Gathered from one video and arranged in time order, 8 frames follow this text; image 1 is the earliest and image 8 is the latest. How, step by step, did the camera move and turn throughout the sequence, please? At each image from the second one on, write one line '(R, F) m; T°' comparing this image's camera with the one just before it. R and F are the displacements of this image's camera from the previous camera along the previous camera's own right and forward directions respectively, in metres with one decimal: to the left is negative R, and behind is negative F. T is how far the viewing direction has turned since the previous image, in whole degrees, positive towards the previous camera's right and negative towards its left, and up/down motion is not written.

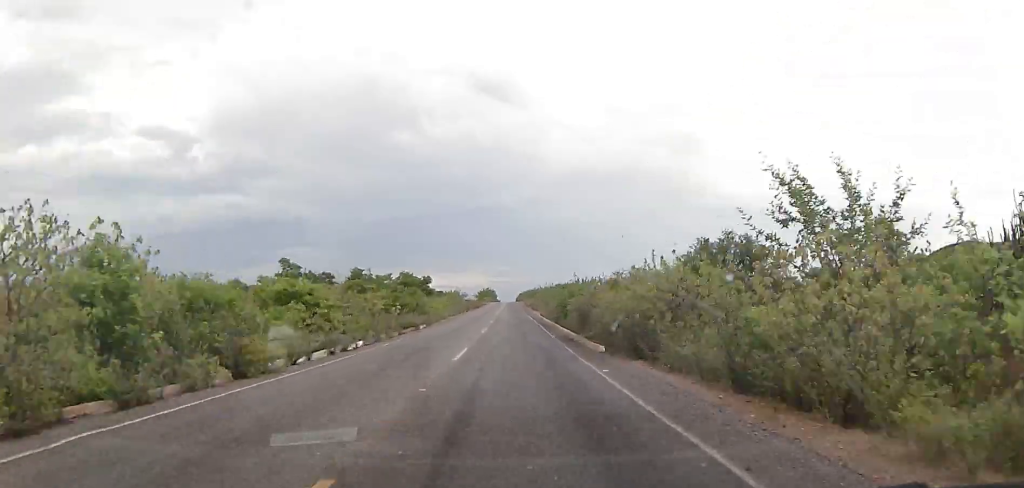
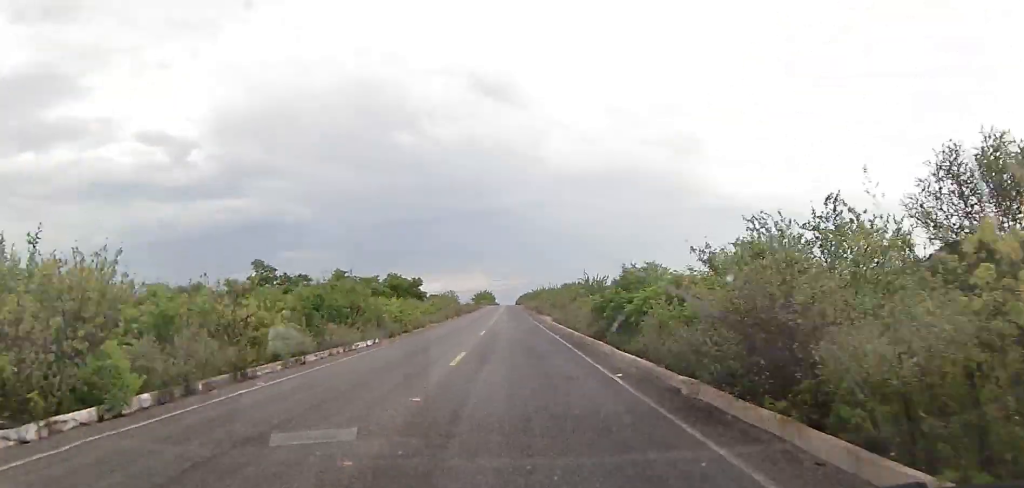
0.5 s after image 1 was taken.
(-0.4, +16.7) m; 0°
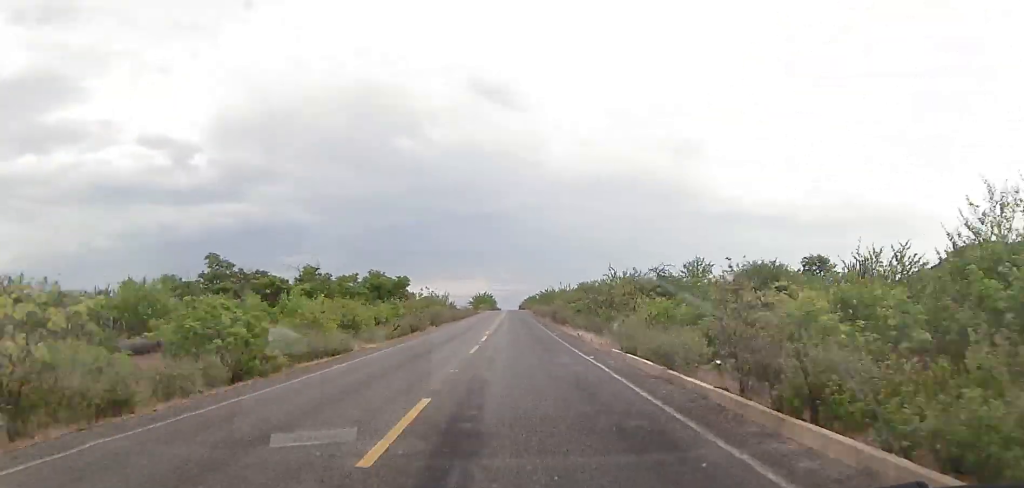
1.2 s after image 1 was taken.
(+0.9, +24.5) m; +1°
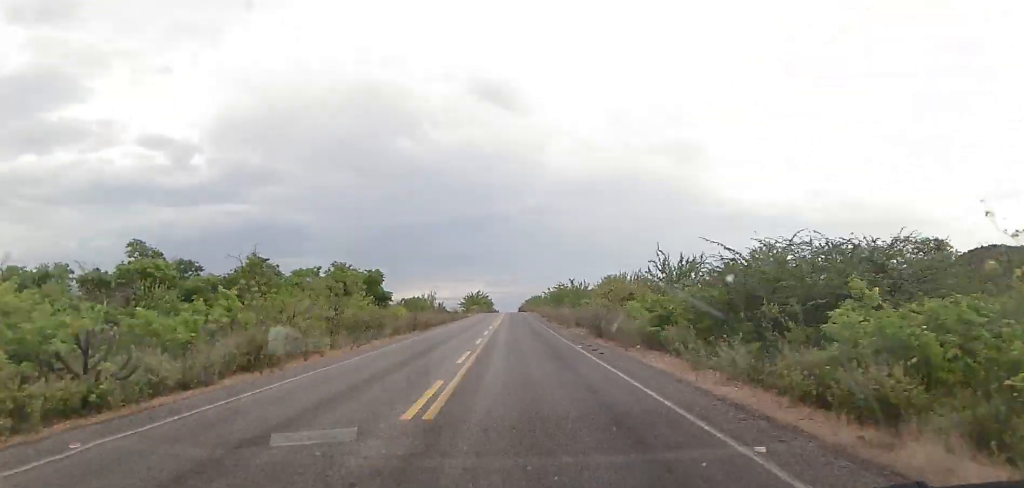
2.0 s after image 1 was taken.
(-0.2, +26.8) m; -1°
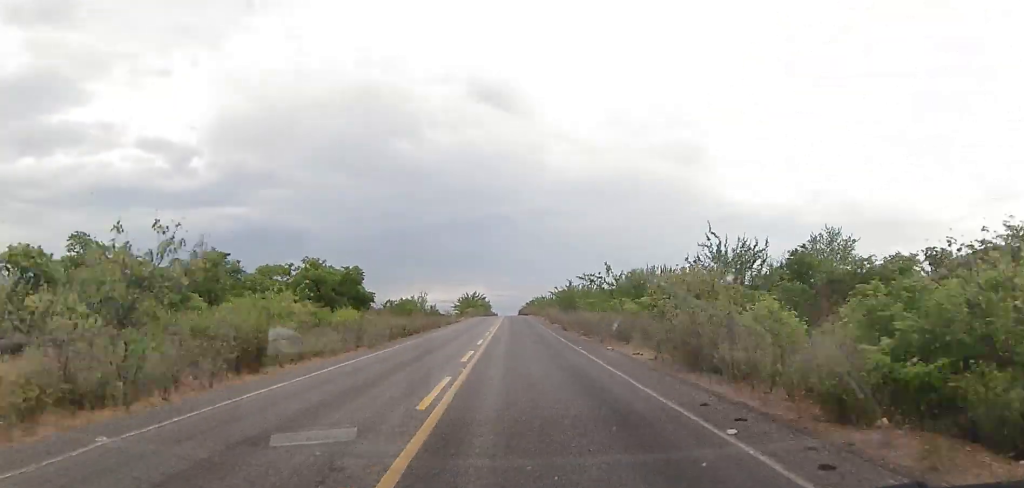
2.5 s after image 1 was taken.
(-0.1, +14.5) m; 0°
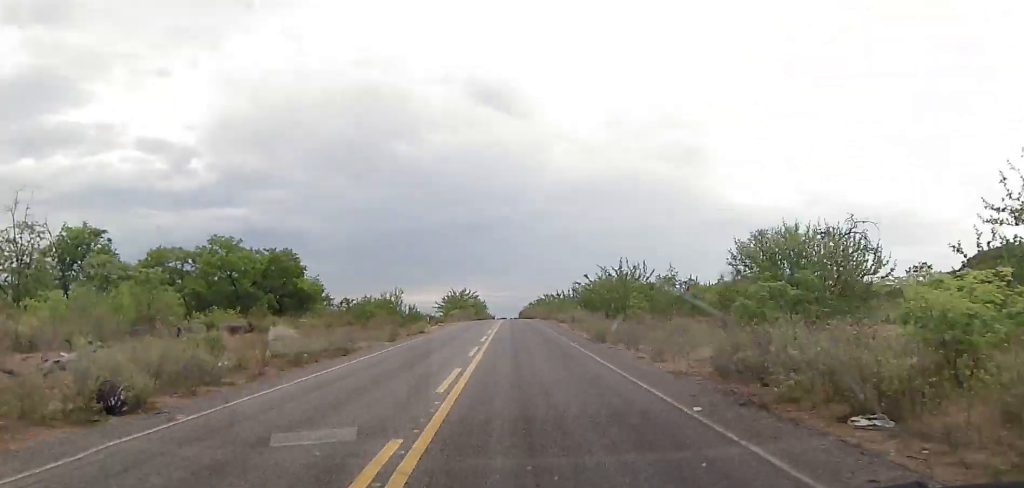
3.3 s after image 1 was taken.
(0.0, +29.0) m; 0°
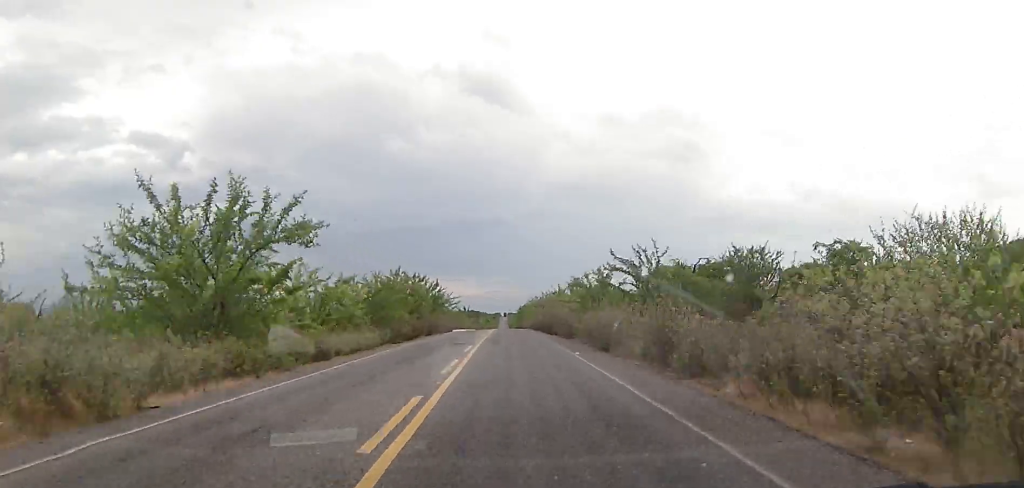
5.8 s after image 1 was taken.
(+0.6, +81.5) m; 0°
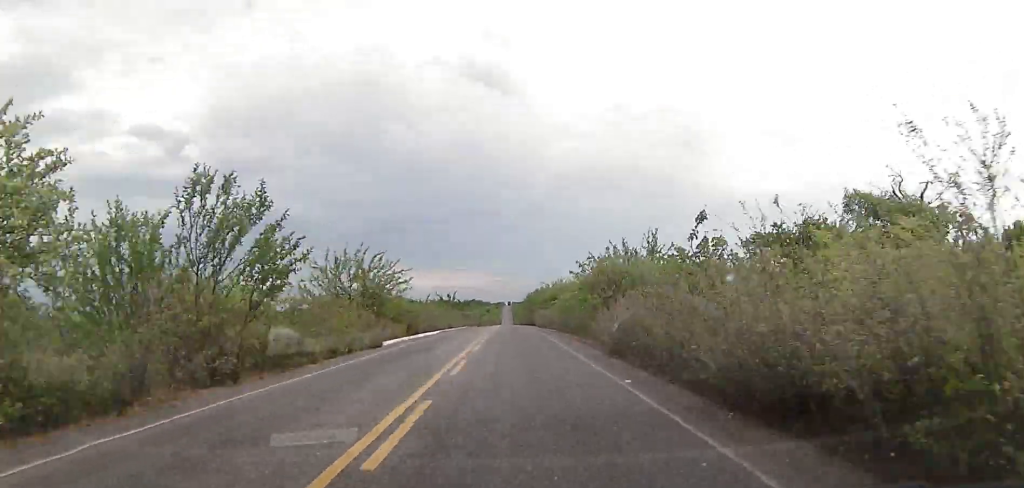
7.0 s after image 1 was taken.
(0.0, +39.4) m; 0°
